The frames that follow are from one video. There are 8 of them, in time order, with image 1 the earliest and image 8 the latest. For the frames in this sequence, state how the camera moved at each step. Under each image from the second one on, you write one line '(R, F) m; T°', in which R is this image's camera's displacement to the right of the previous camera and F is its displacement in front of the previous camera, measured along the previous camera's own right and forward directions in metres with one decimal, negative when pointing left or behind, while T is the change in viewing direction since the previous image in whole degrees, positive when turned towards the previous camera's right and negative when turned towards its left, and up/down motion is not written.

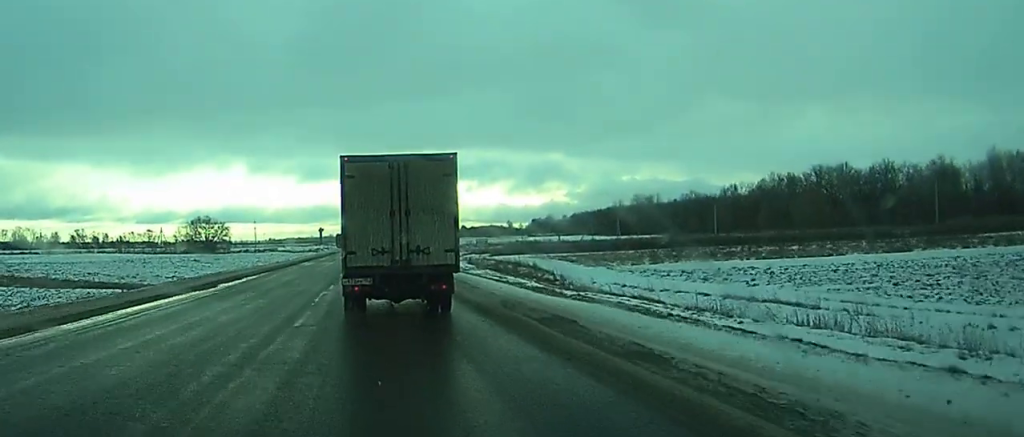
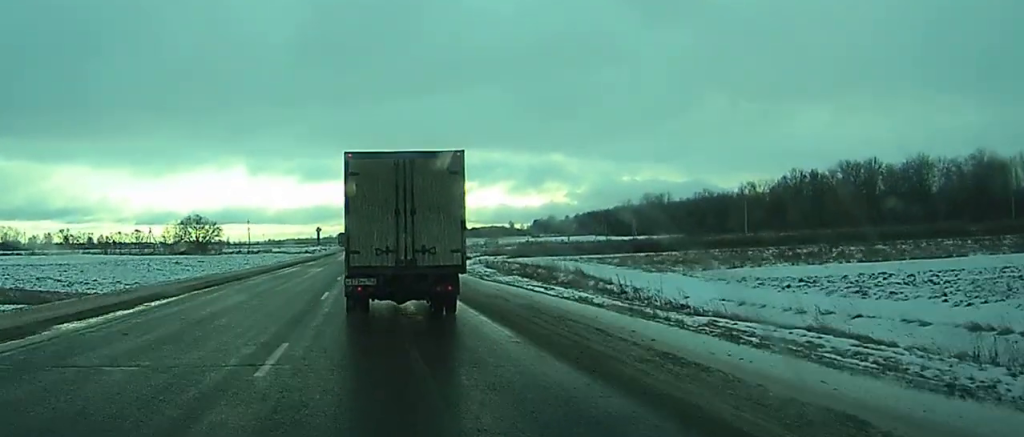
(0.0, +17.3) m; 0°
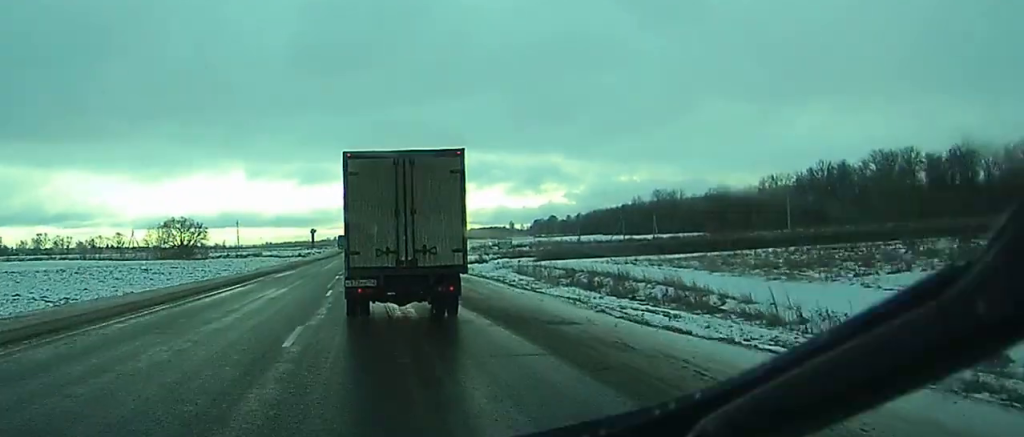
(0.0, +21.4) m; 0°
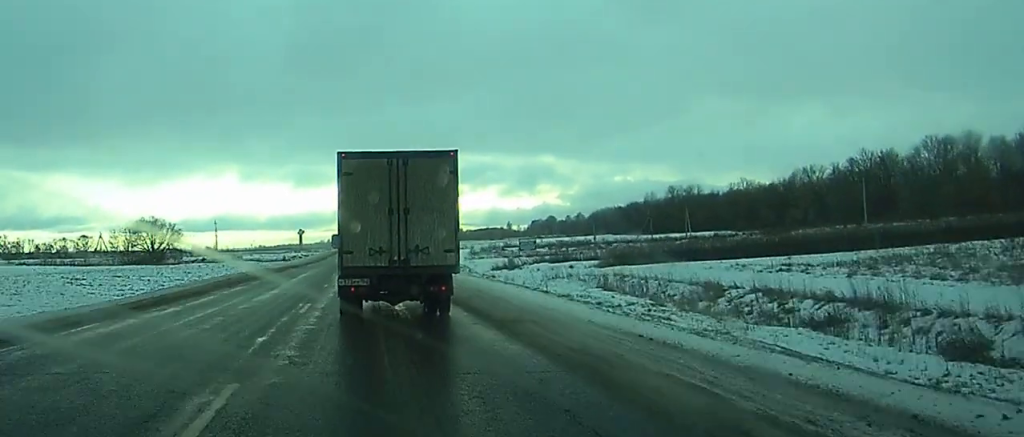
(0.0, +30.7) m; 0°
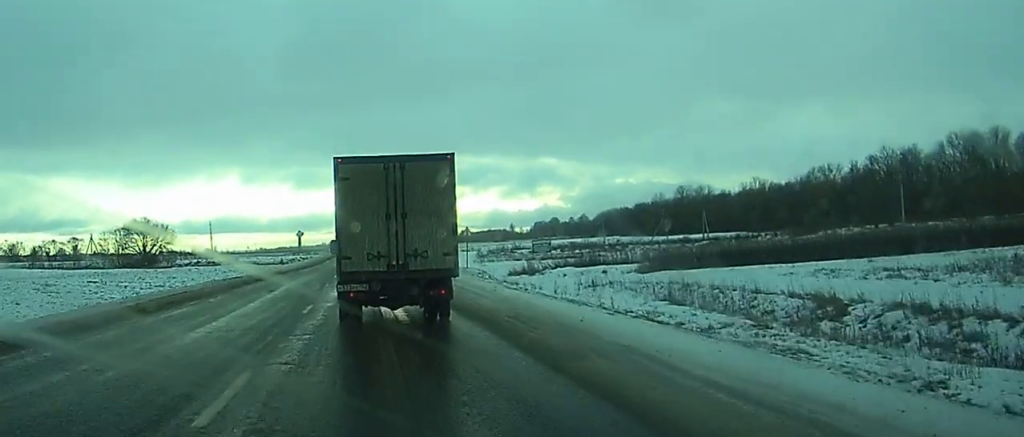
(0.0, +10.7) m; 0°
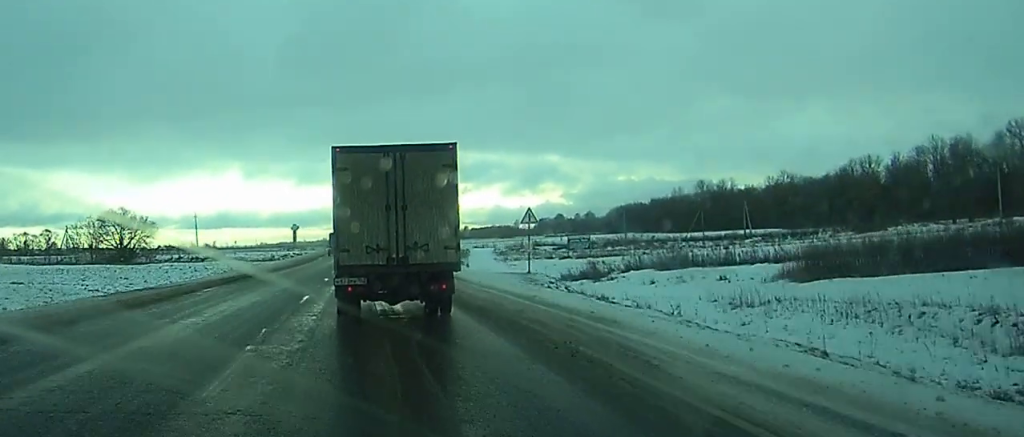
(0.0, +22.9) m; 0°
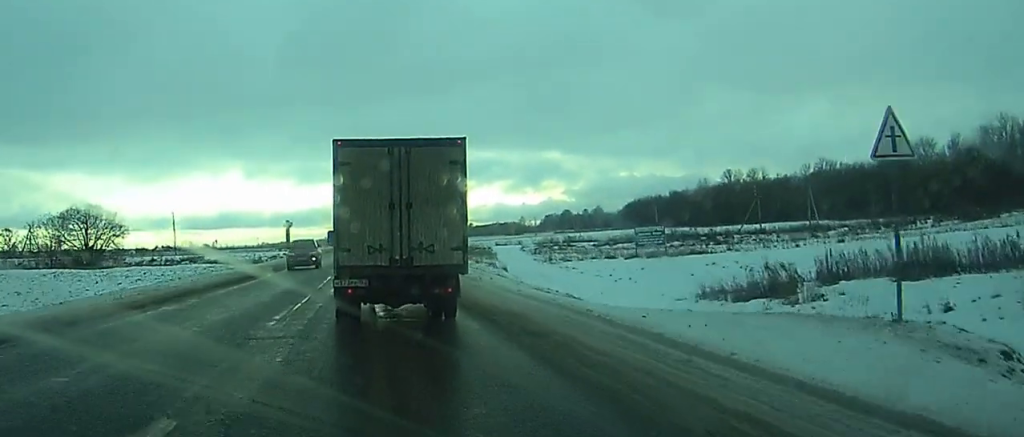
(0.0, +27.8) m; 0°
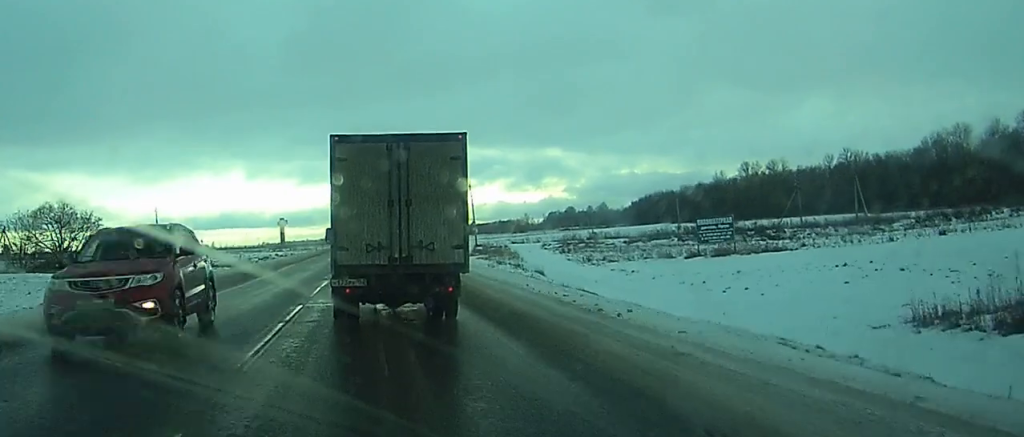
(+0.1, +16.3) m; 0°
